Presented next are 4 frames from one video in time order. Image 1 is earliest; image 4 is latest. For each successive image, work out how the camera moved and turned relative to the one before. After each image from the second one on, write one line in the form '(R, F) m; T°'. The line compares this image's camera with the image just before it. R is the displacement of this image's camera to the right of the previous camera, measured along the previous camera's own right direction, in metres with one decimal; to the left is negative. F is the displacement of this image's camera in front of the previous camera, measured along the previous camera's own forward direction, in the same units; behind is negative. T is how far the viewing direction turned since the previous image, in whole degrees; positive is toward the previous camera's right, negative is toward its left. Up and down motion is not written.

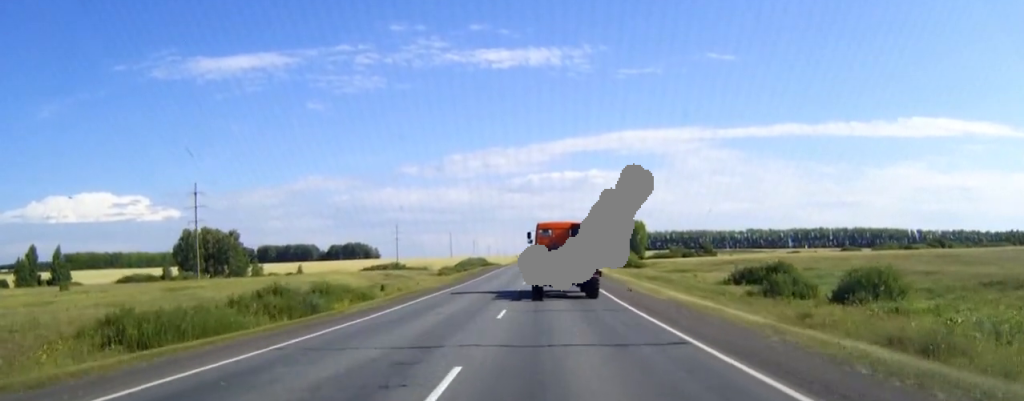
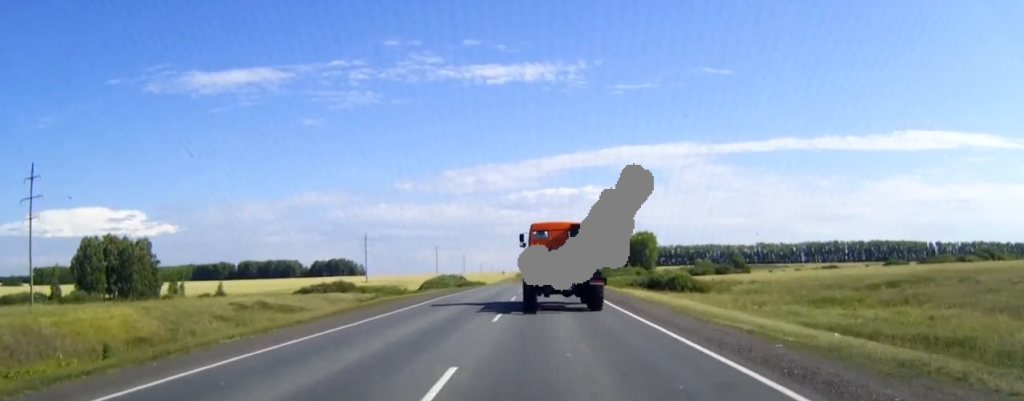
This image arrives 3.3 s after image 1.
(+0.1, +60.5) m; 0°
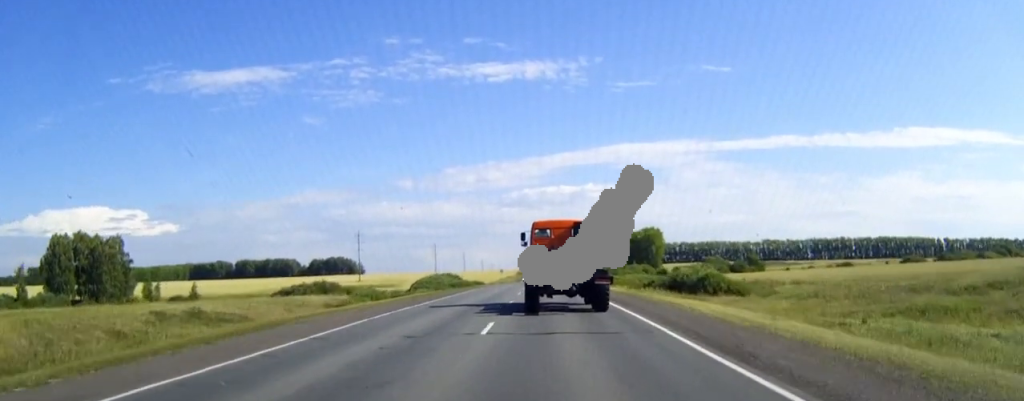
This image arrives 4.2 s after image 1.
(0.0, +15.8) m; 0°
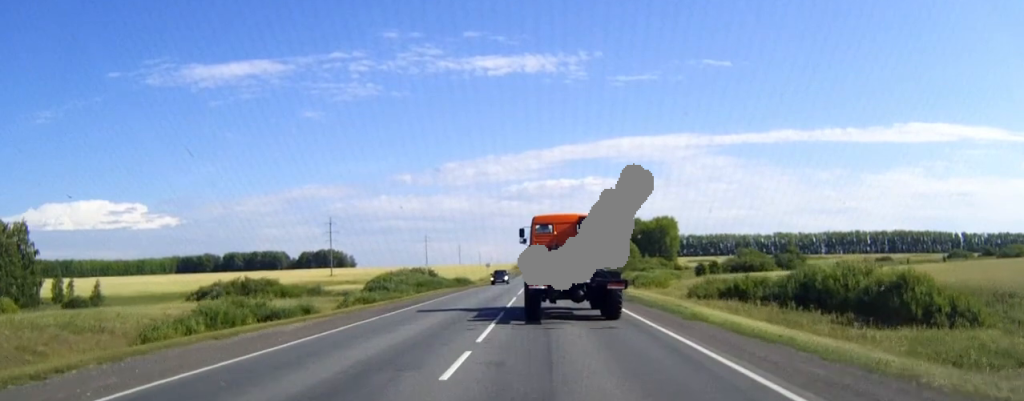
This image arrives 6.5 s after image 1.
(0.0, +41.8) m; 0°
